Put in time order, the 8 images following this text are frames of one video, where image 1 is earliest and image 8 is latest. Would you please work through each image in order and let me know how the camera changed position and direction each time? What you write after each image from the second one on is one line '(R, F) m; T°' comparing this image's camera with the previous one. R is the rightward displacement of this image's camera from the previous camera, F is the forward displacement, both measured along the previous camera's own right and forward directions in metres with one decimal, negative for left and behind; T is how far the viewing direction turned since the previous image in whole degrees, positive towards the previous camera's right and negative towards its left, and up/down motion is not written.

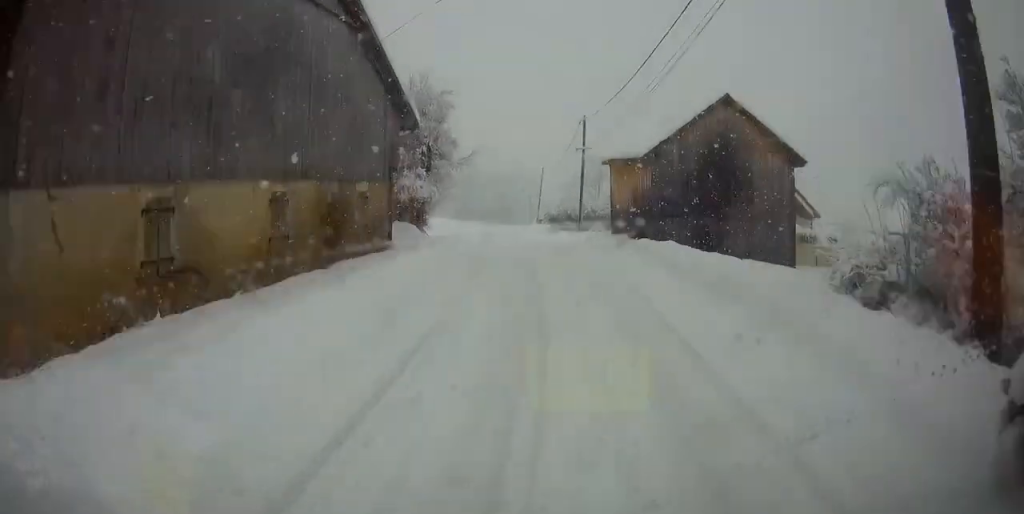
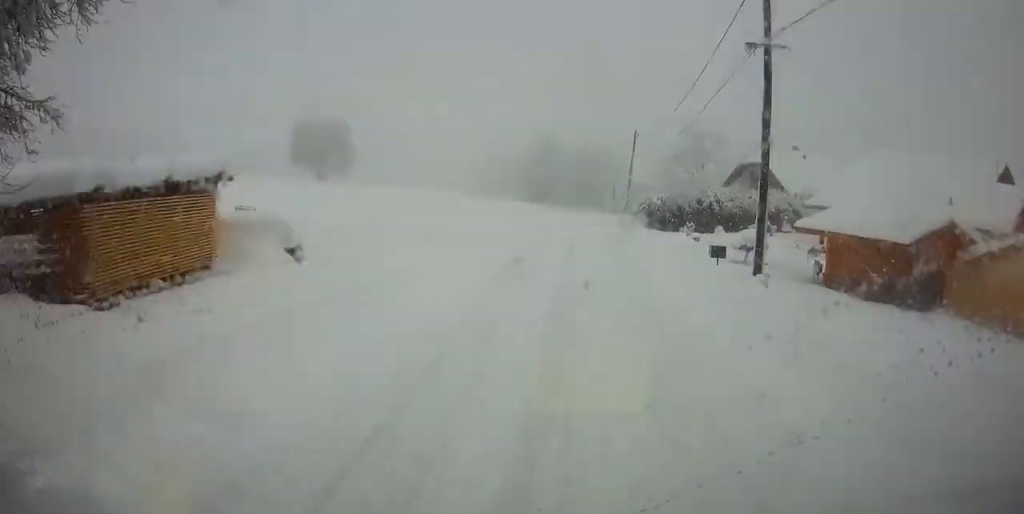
(-1.7, +27.1) m; -3°
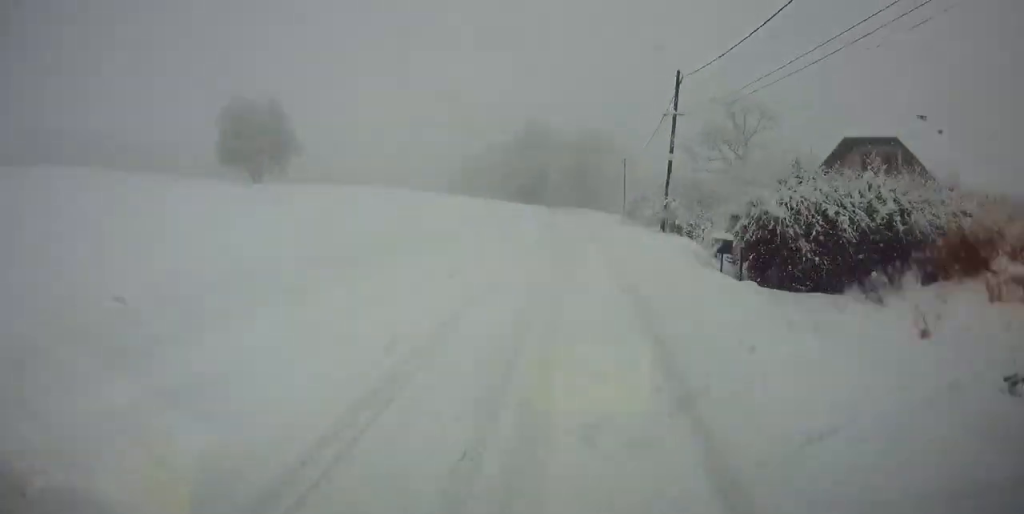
(-0.5, +25.5) m; -1°
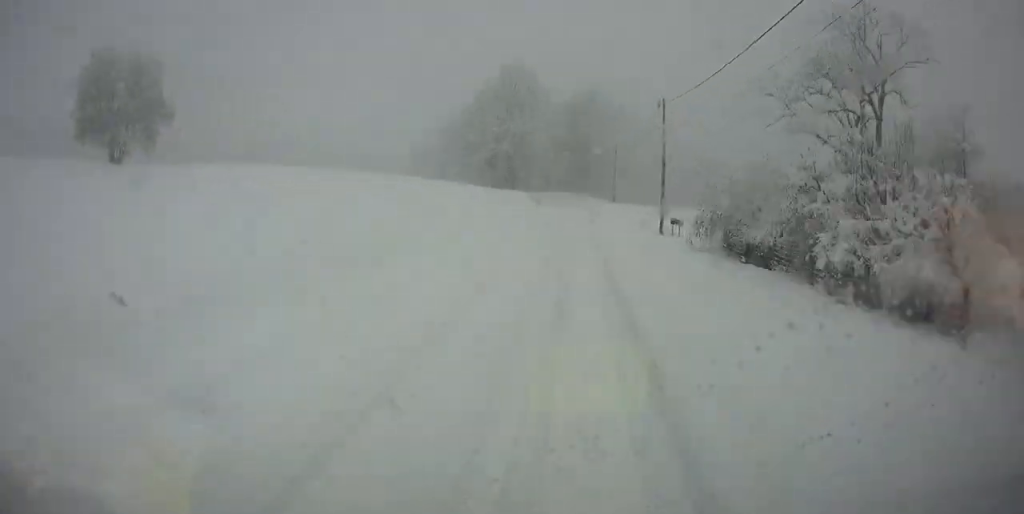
(-0.2, +34.0) m; 0°
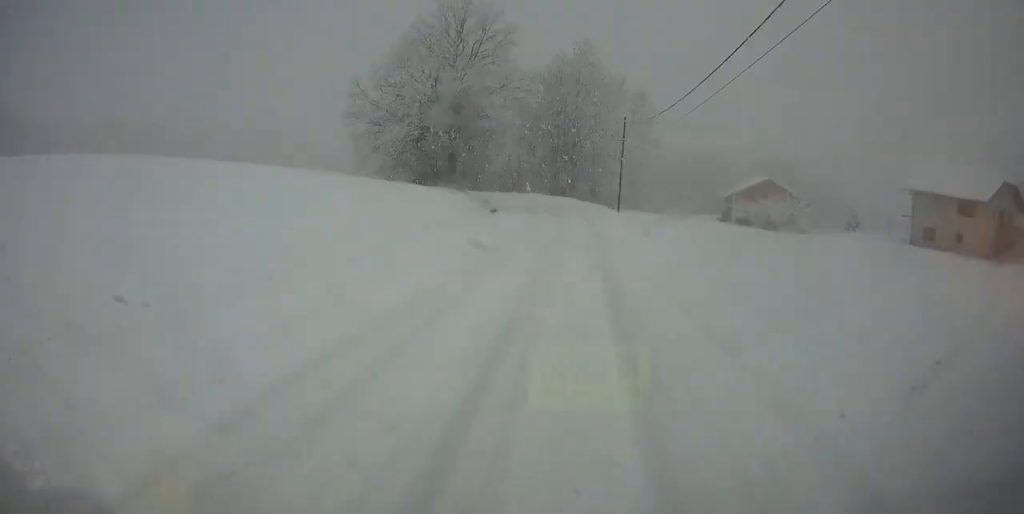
(+0.6, +31.9) m; -2°
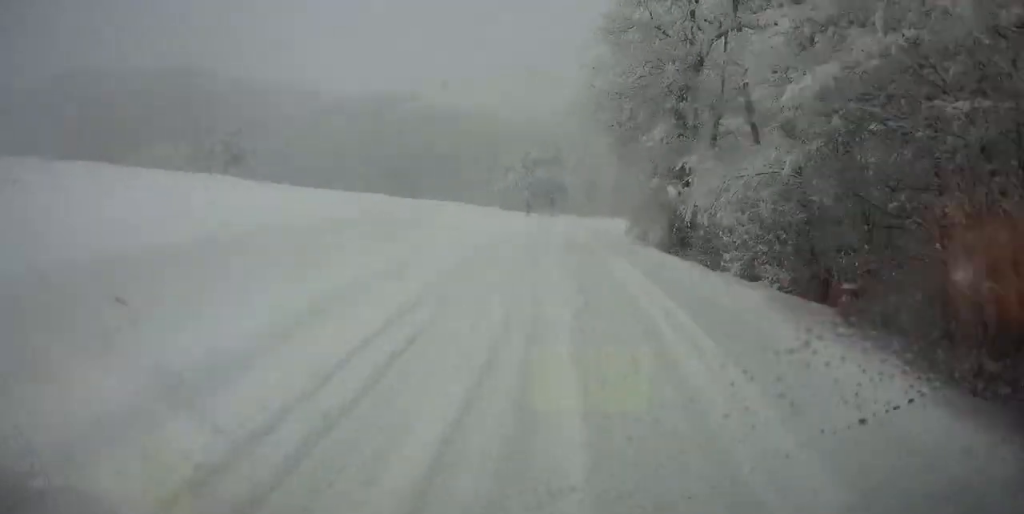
(-26.5, +89.0) m; -32°
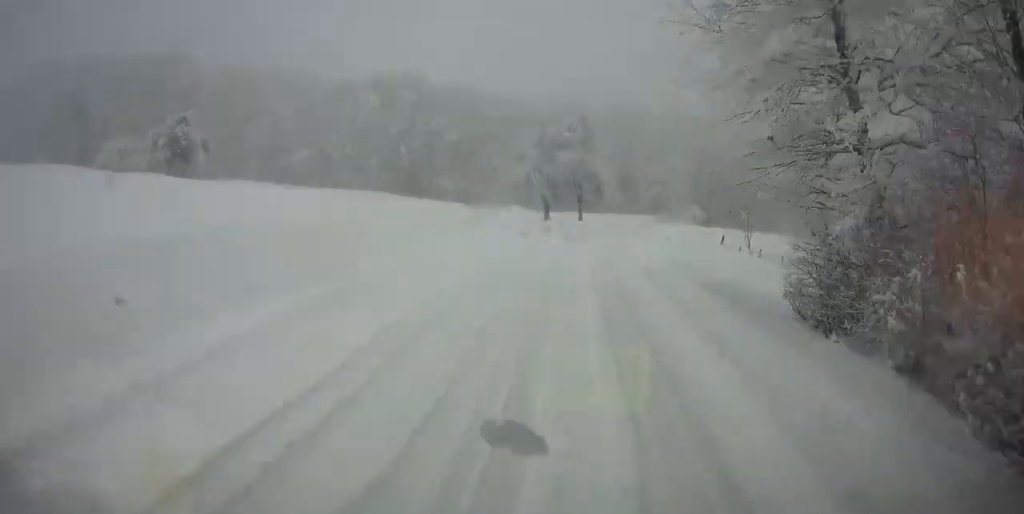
(-1.9, +22.4) m; -1°
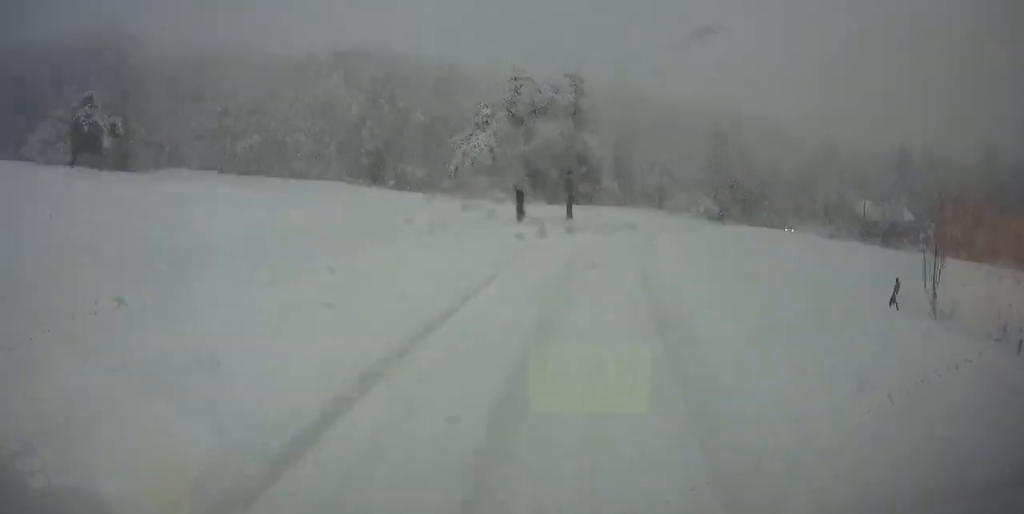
(0.0, +17.2) m; +2°
